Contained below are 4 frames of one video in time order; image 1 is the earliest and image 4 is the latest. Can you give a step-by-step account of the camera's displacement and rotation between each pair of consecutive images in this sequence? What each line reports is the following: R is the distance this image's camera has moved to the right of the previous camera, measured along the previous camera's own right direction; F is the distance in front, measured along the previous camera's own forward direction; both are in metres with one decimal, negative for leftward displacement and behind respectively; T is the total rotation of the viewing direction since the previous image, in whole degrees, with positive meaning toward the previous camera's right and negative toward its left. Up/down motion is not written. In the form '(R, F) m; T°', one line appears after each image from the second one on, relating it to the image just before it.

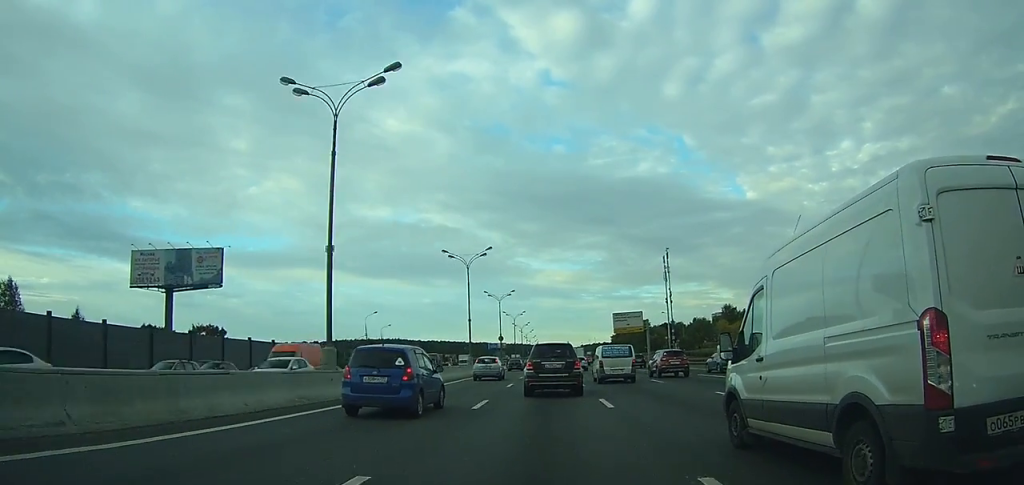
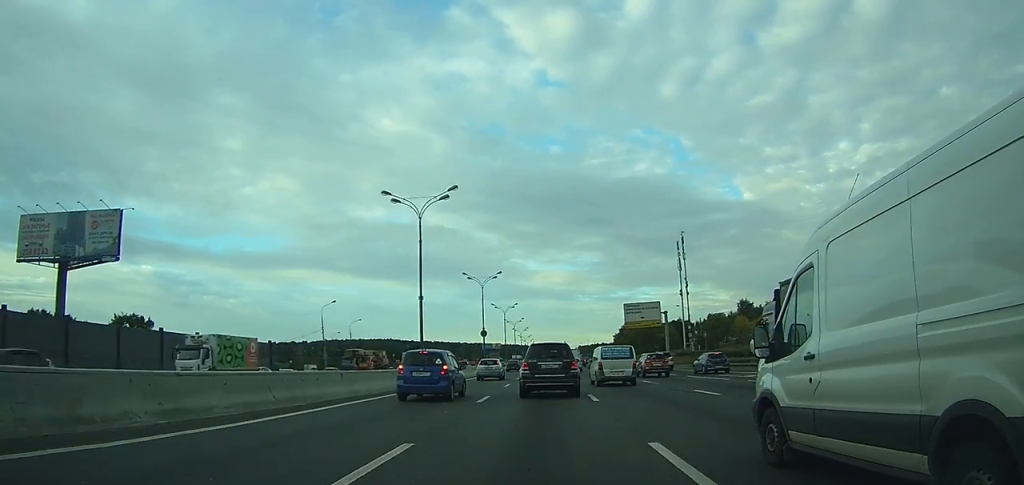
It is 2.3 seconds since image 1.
(+0.1, +21.0) m; 0°
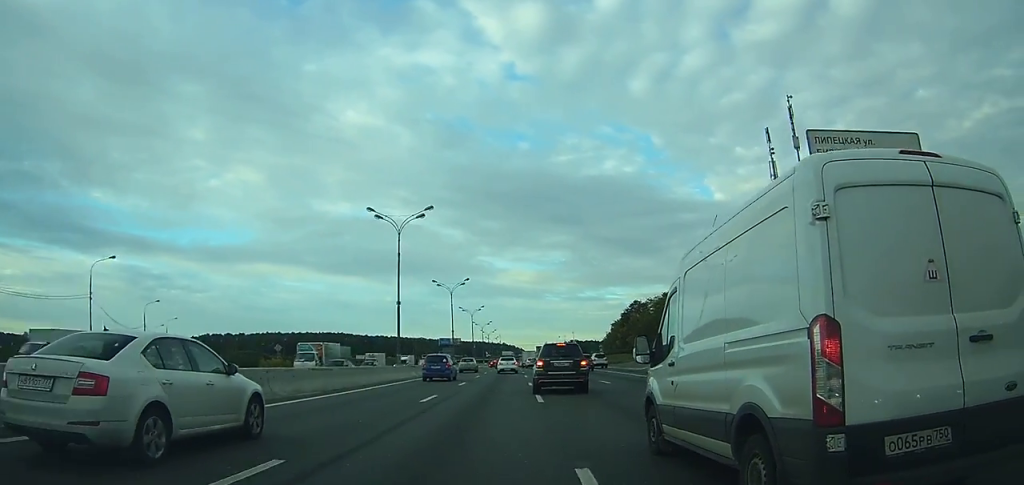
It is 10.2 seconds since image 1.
(+0.6, +73.2) m; +2°
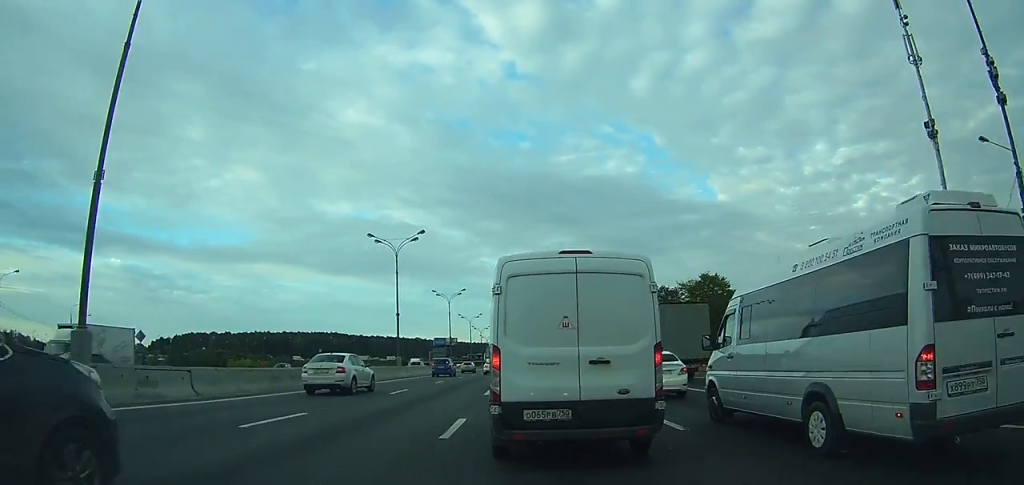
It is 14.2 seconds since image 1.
(+0.5, +33.0) m; +1°
